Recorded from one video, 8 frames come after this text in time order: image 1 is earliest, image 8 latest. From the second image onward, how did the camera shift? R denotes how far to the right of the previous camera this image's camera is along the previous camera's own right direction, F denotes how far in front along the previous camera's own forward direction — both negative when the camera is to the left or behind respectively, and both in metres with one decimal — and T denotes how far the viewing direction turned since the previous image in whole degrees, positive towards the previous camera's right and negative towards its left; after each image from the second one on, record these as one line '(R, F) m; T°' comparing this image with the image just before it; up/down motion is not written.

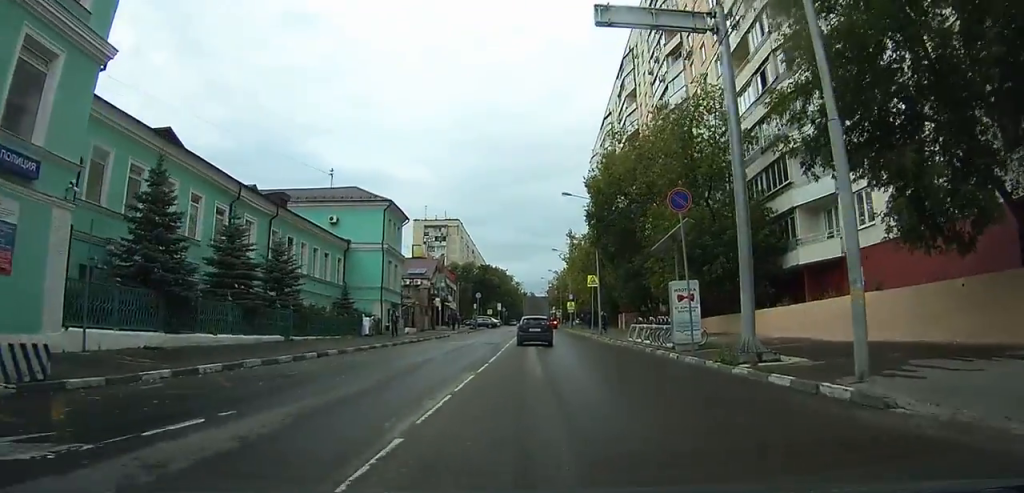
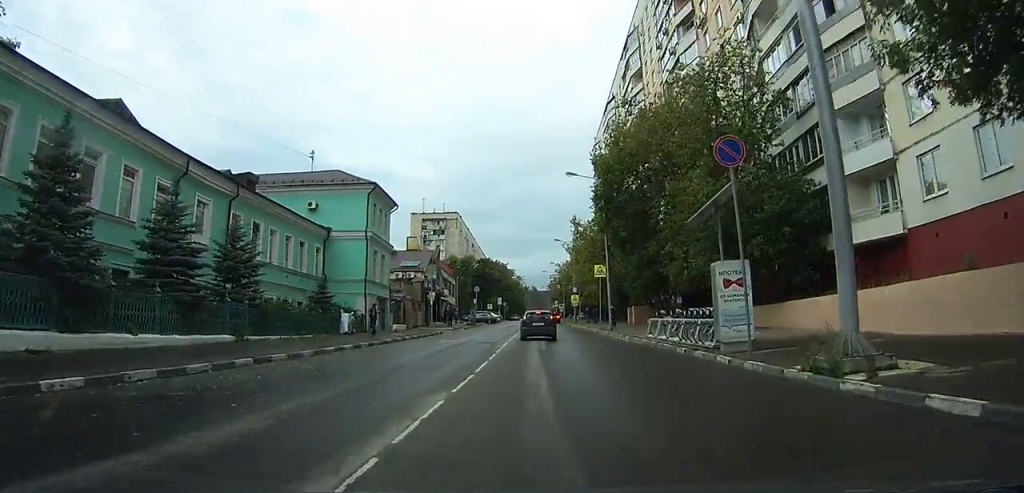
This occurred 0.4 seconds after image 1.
(0.0, +4.9) m; -1°
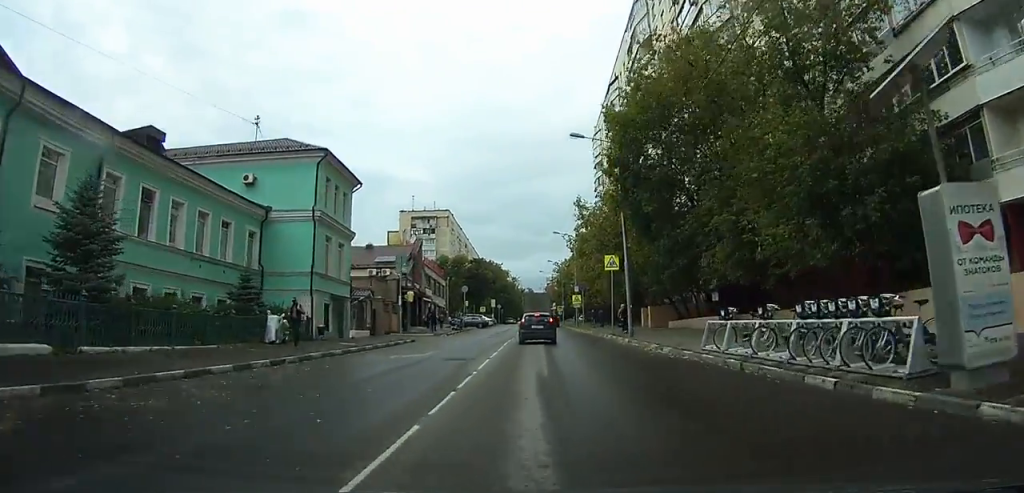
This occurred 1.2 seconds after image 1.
(-0.1, +9.3) m; -1°
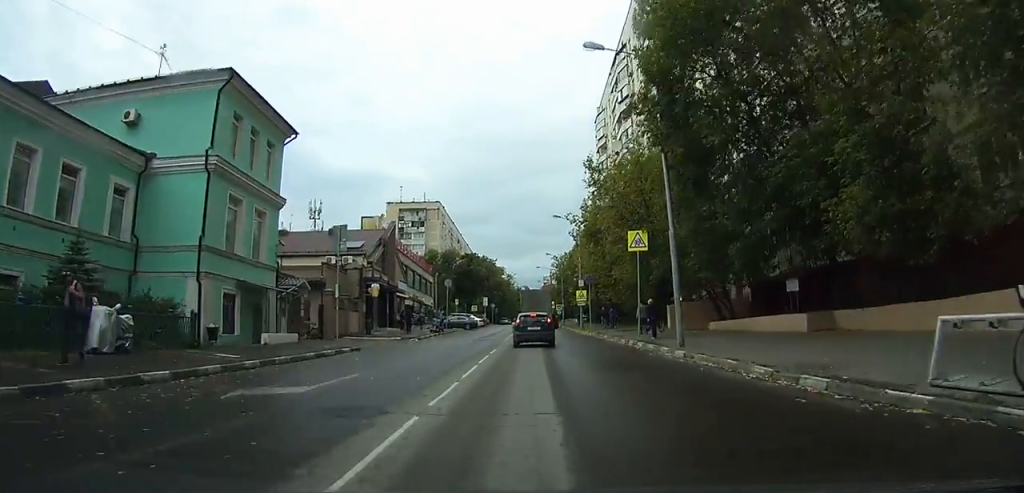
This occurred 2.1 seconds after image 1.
(-0.2, +10.3) m; -1°
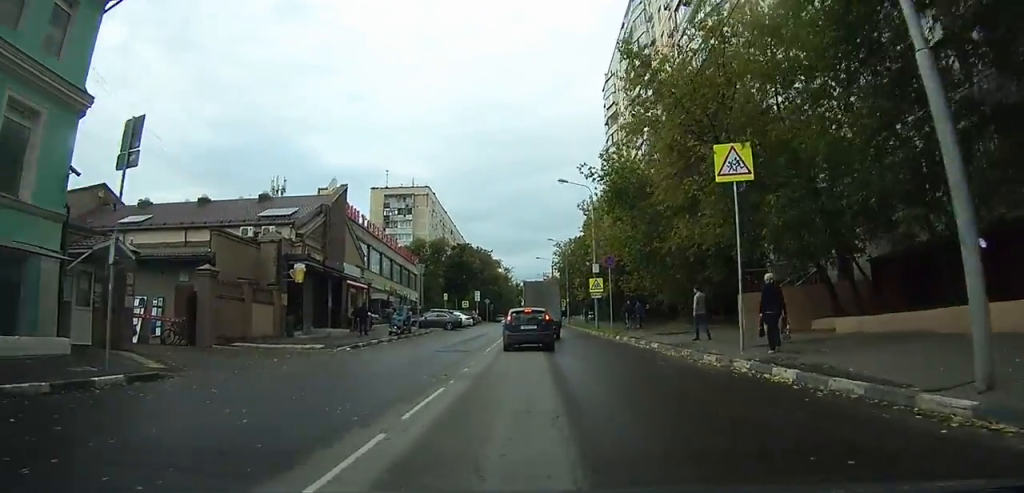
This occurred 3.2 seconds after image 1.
(+0.1, +12.8) m; +2°
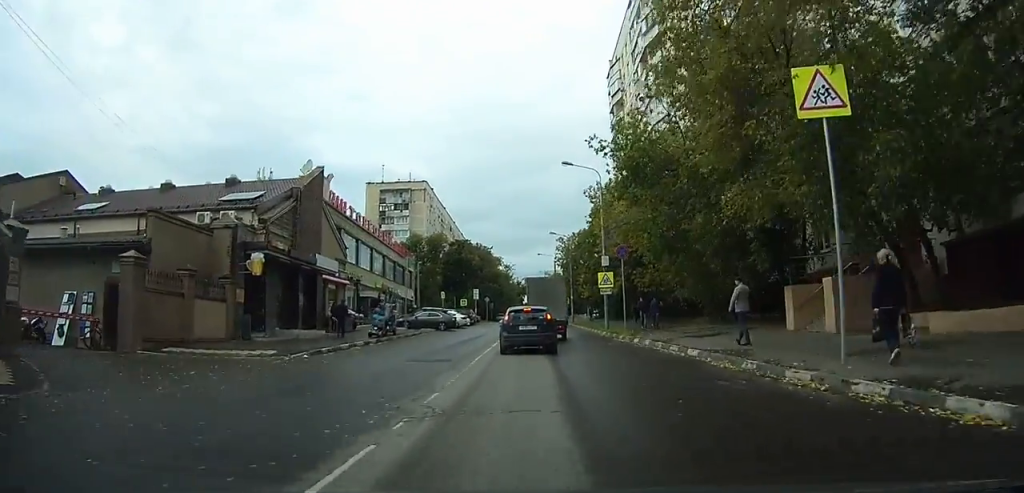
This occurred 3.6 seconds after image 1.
(+0.1, +4.4) m; +1°
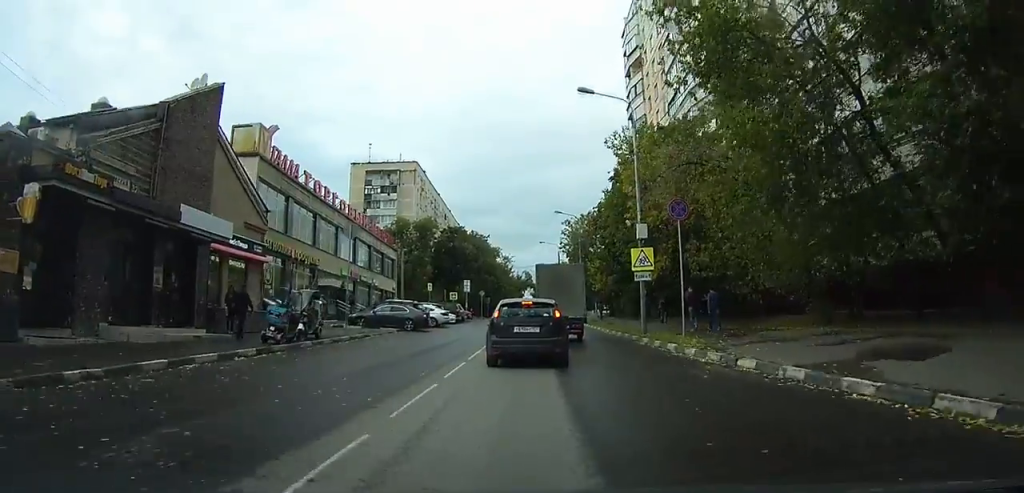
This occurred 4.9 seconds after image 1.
(+0.3, +12.3) m; +4°
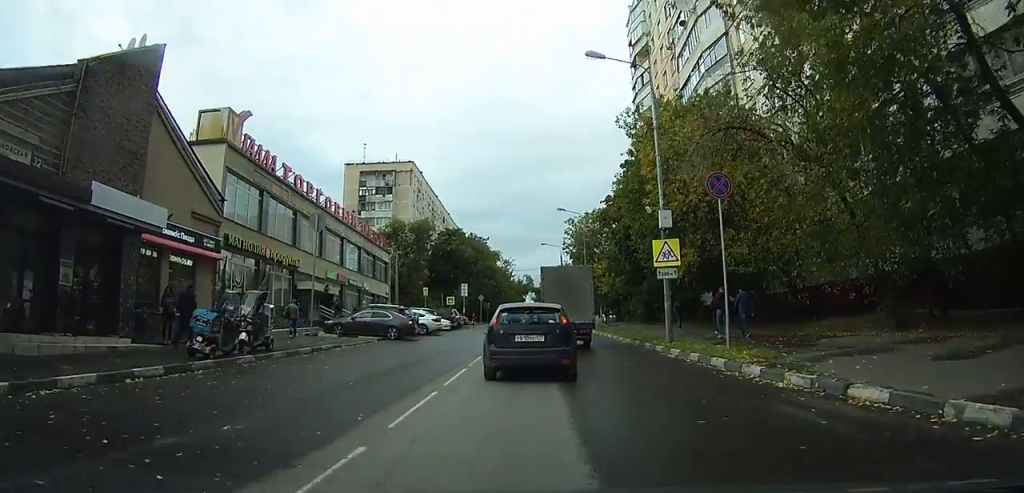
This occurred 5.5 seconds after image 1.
(+0.2, +4.5) m; +4°
